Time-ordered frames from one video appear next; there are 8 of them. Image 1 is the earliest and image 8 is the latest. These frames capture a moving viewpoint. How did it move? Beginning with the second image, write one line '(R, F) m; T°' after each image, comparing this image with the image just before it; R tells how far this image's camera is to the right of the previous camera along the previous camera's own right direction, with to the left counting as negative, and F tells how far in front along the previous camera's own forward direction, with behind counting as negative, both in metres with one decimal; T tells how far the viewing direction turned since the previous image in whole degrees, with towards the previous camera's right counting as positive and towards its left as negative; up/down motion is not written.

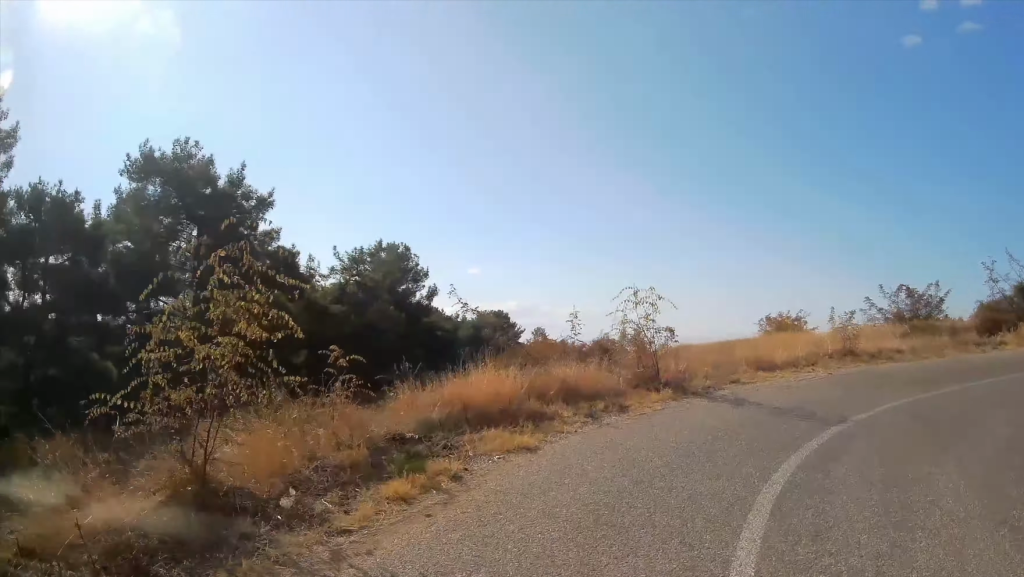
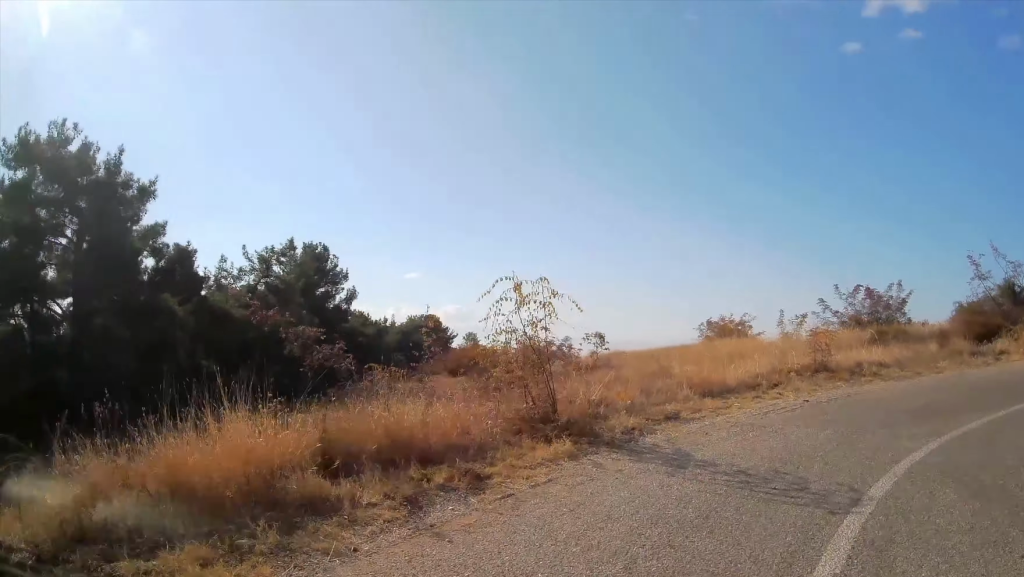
(0.0, +4.0) m; 0°
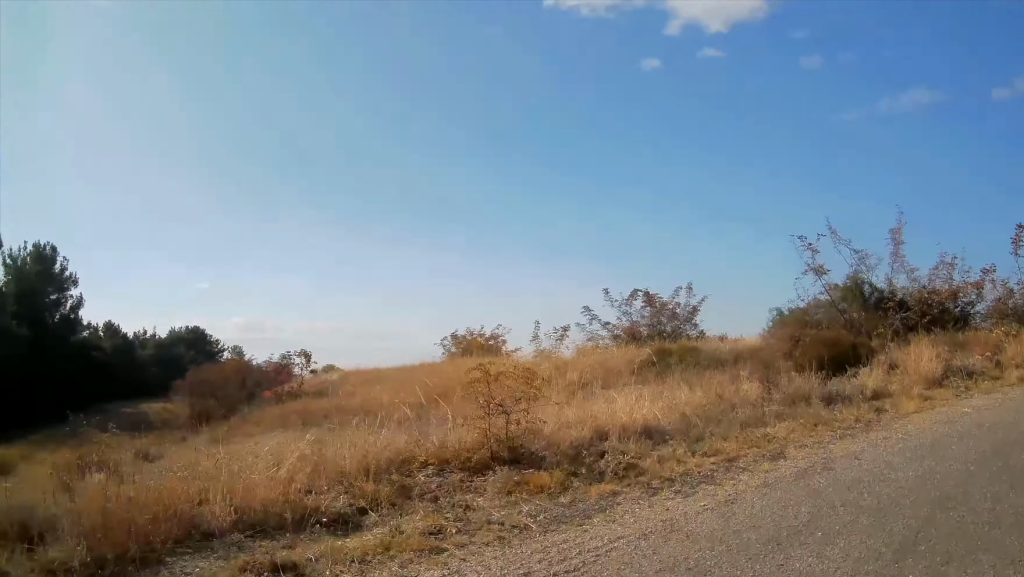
(0.0, +8.1) m; 0°
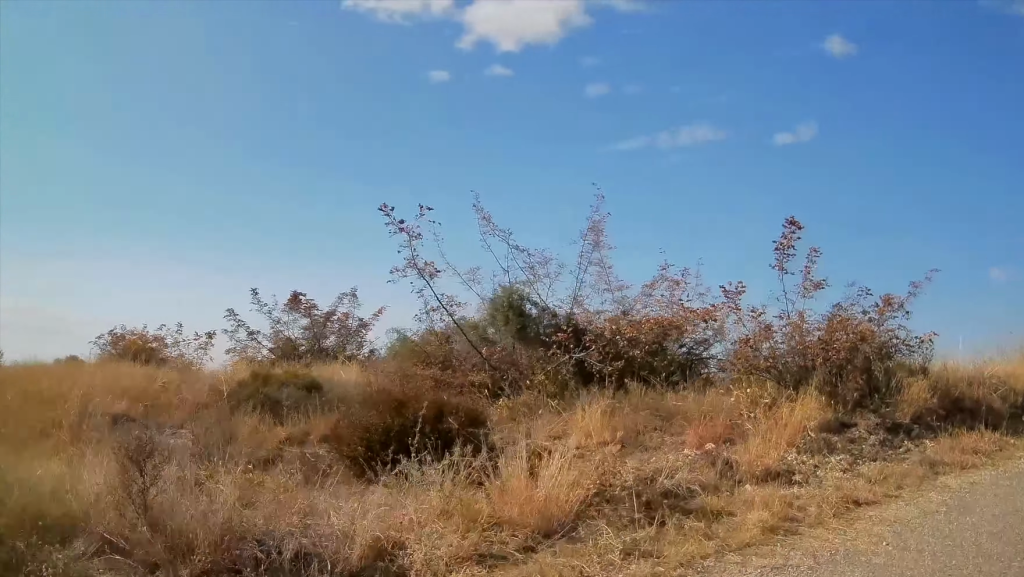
(0.0, +6.1) m; 0°
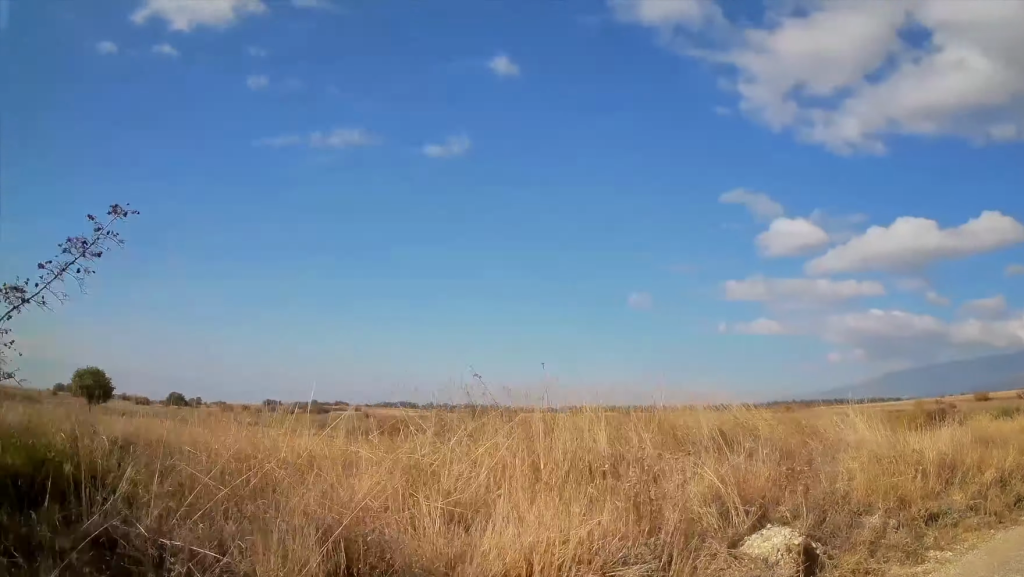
(+0.2, +6.2) m; +40°
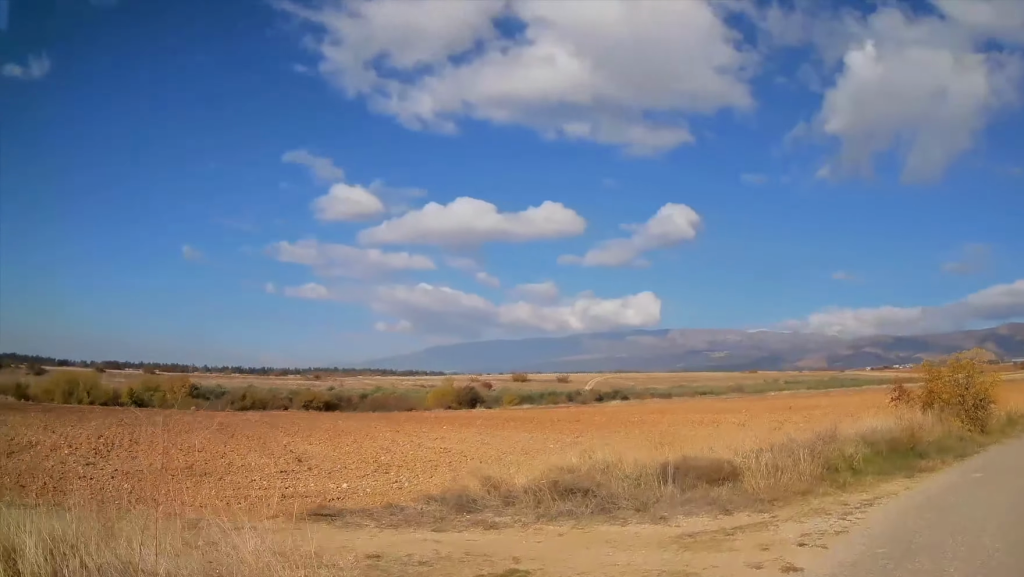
(+4.4, +3.2) m; +70°
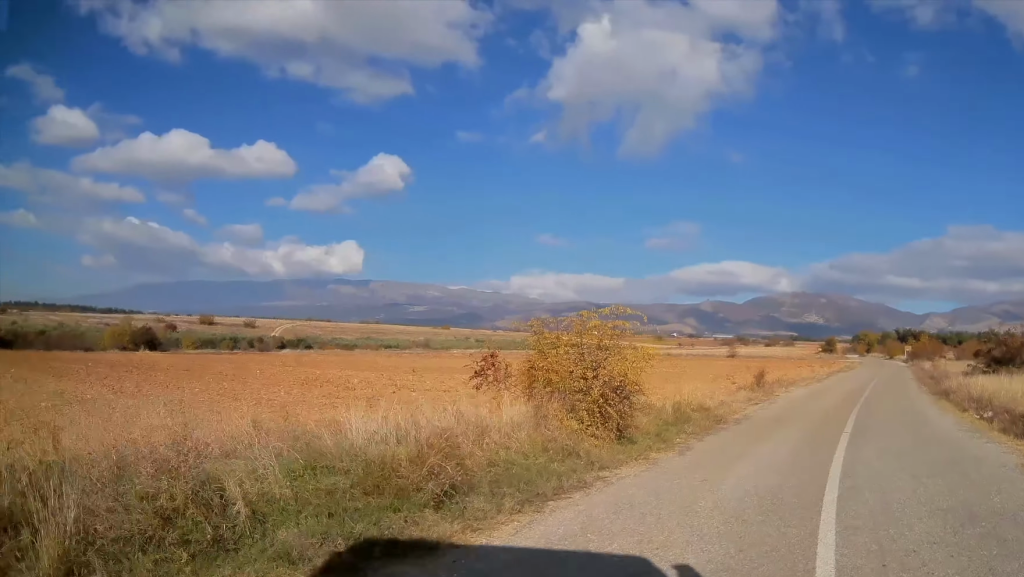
(+0.9, +4.2) m; +19°
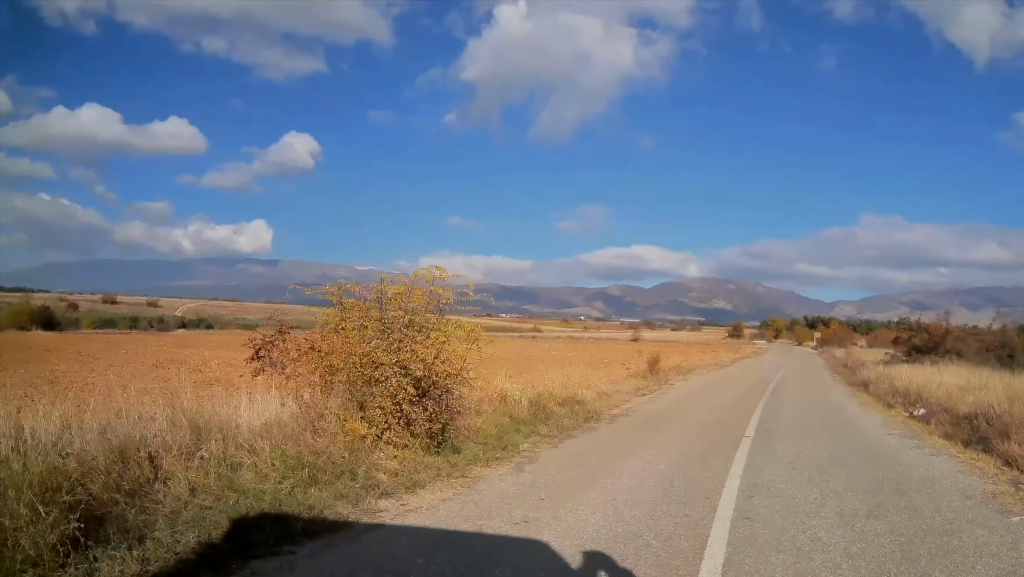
(0.0, +2.0) m; +5°
